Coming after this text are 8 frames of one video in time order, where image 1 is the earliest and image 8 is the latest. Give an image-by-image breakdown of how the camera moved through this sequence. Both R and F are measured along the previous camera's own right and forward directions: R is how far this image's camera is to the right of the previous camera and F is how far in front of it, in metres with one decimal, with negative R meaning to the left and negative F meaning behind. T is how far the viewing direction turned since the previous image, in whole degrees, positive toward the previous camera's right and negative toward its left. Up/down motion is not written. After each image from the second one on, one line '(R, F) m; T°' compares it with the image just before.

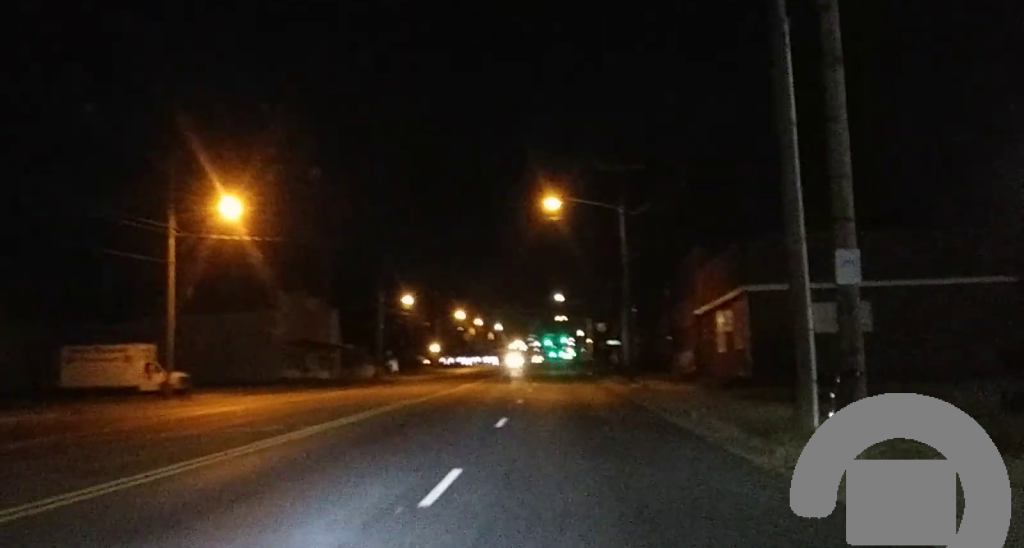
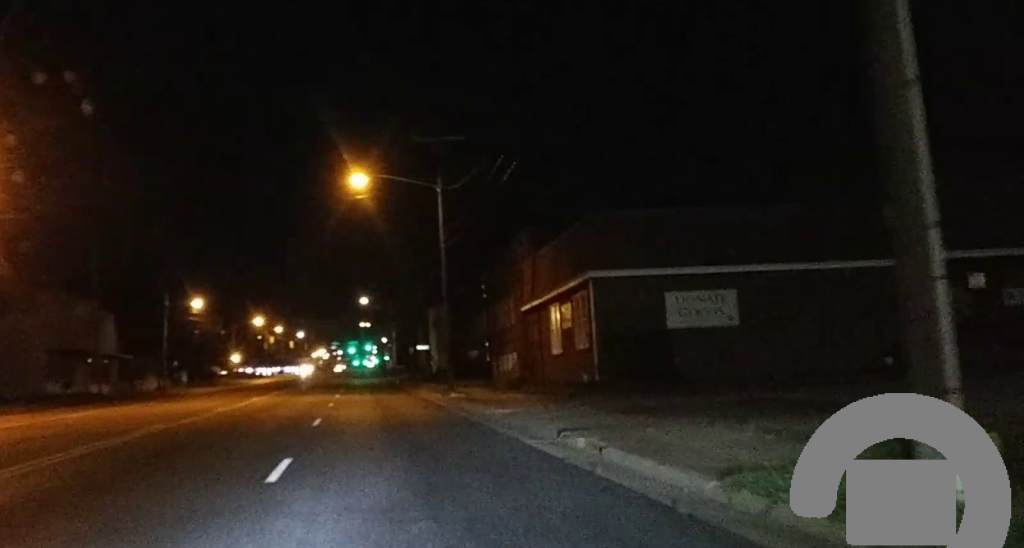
(+0.7, +8.1) m; +12°
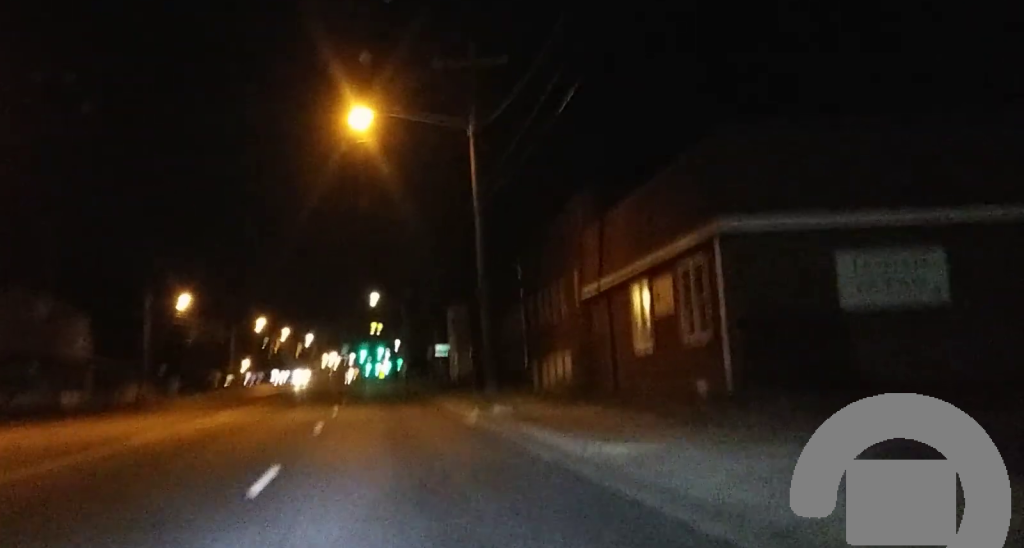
(0.0, +6.1) m; -2°
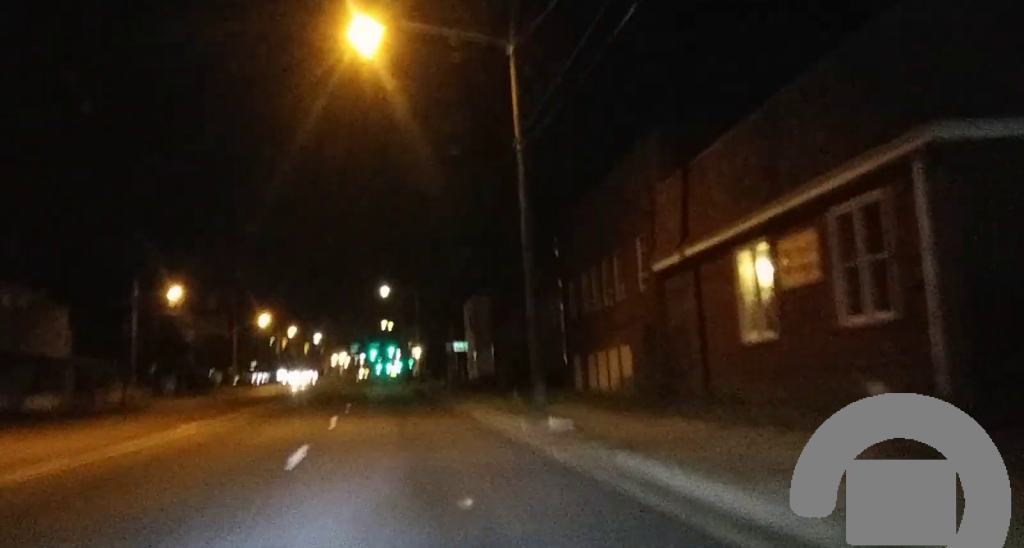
(0.0, +6.9) m; 0°
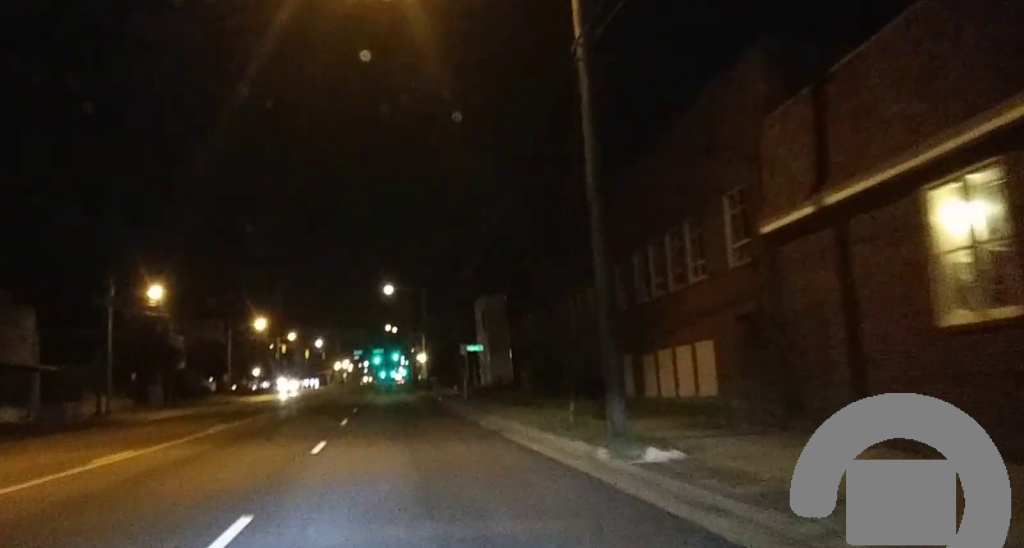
(0.0, +8.7) m; 0°
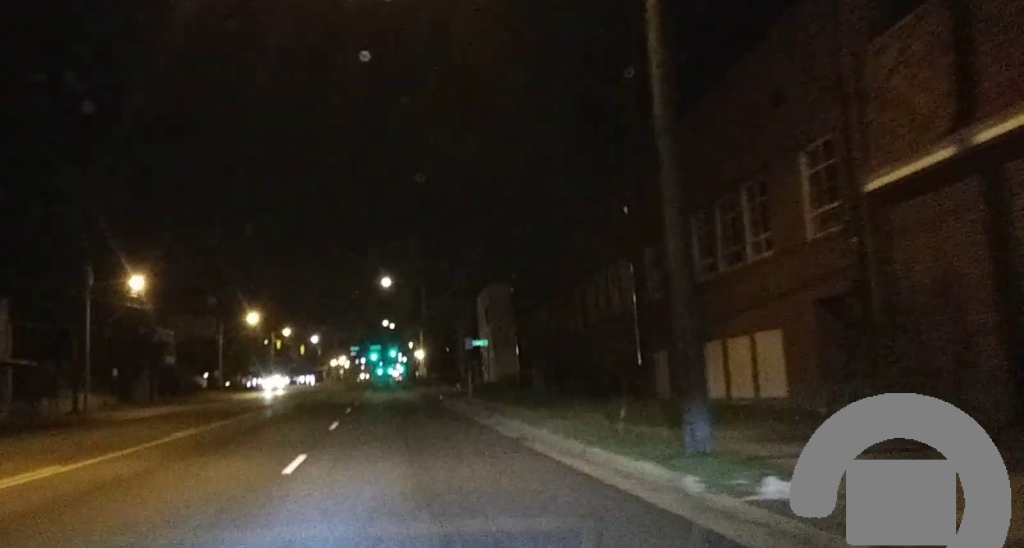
(0.0, +4.8) m; 0°
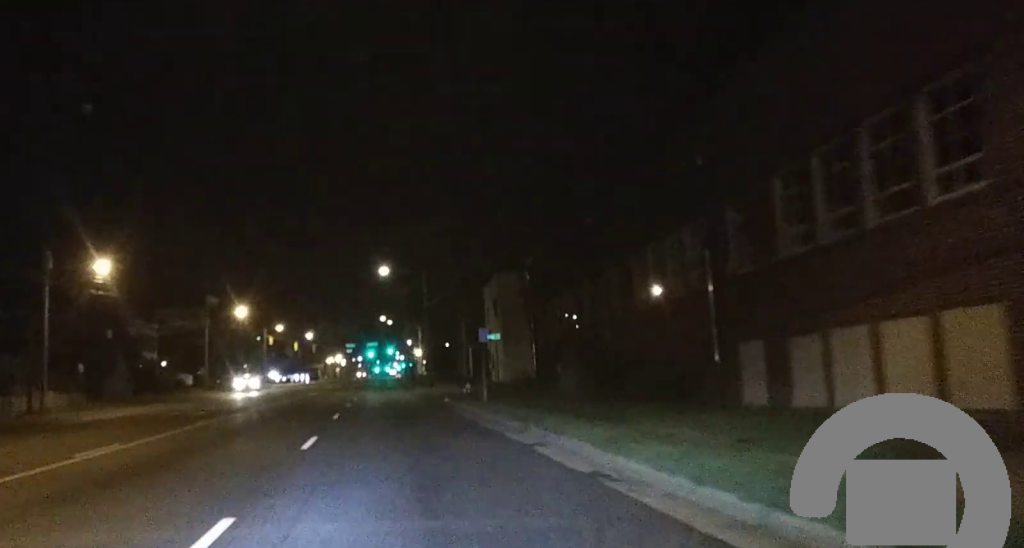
(0.0, +9.1) m; 0°
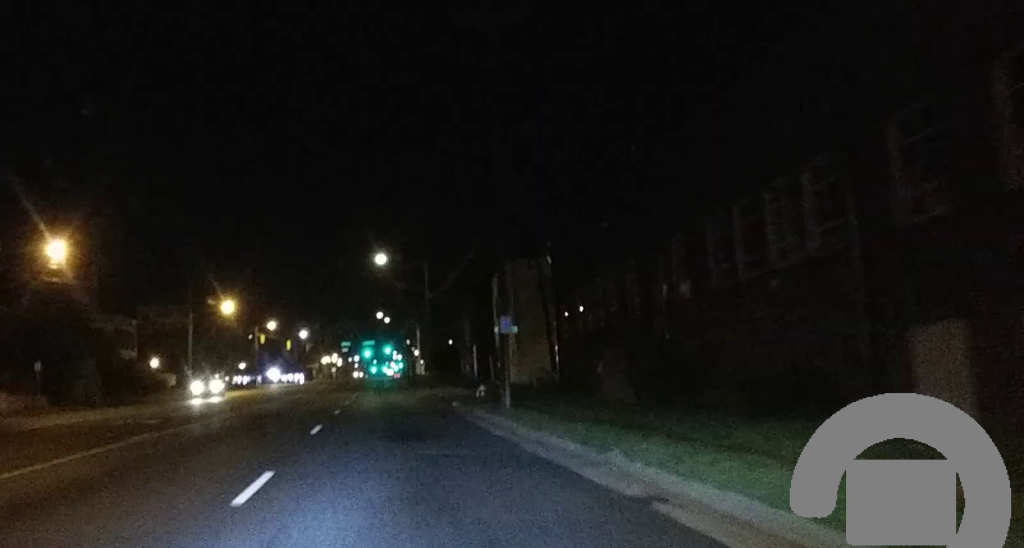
(0.0, +9.8) m; 0°
